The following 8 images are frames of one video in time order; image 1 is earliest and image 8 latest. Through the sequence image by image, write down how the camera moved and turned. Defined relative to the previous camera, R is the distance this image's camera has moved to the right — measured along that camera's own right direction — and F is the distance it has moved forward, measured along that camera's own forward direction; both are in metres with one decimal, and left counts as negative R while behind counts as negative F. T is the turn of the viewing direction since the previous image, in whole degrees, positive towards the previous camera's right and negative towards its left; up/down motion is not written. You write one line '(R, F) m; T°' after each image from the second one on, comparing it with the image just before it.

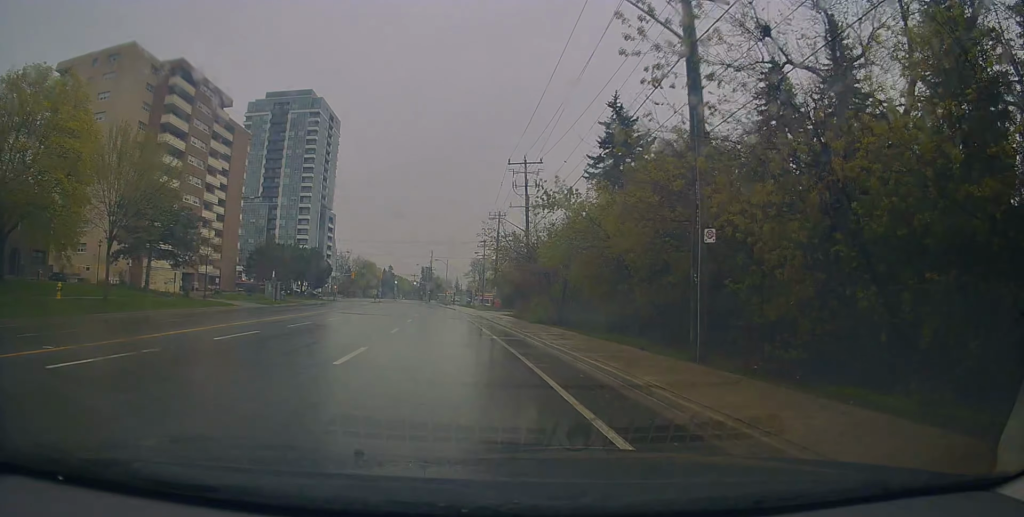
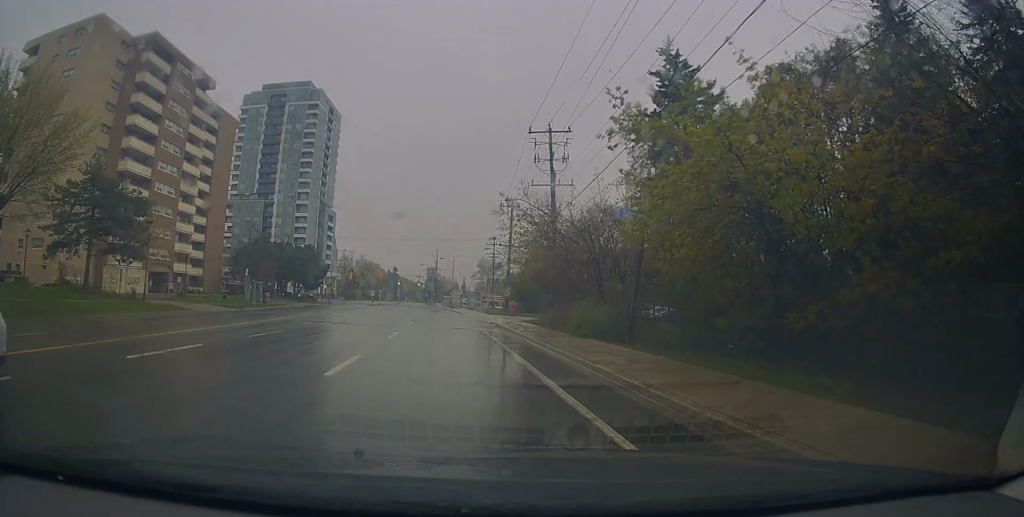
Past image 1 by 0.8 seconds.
(+0.4, +10.5) m; 0°
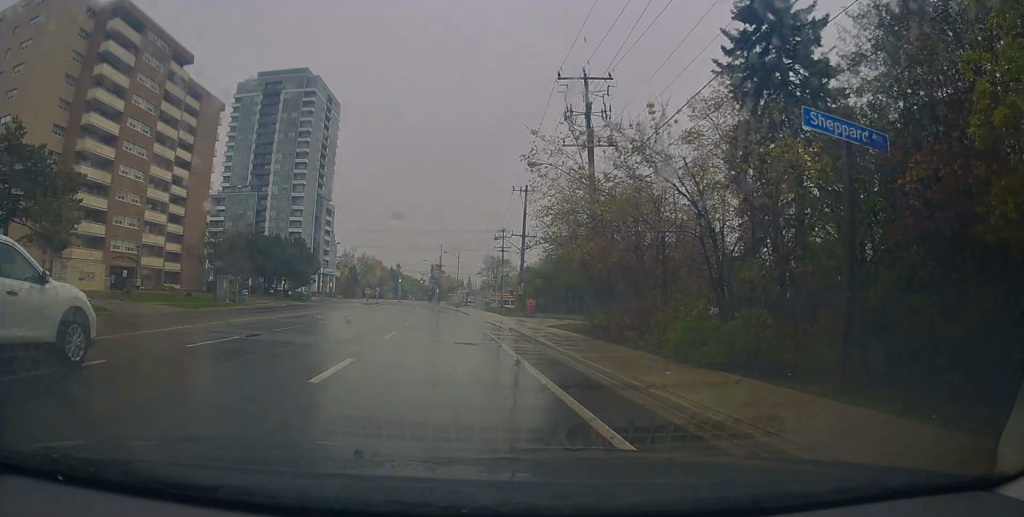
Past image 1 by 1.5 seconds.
(-0.2, +9.7) m; -2°
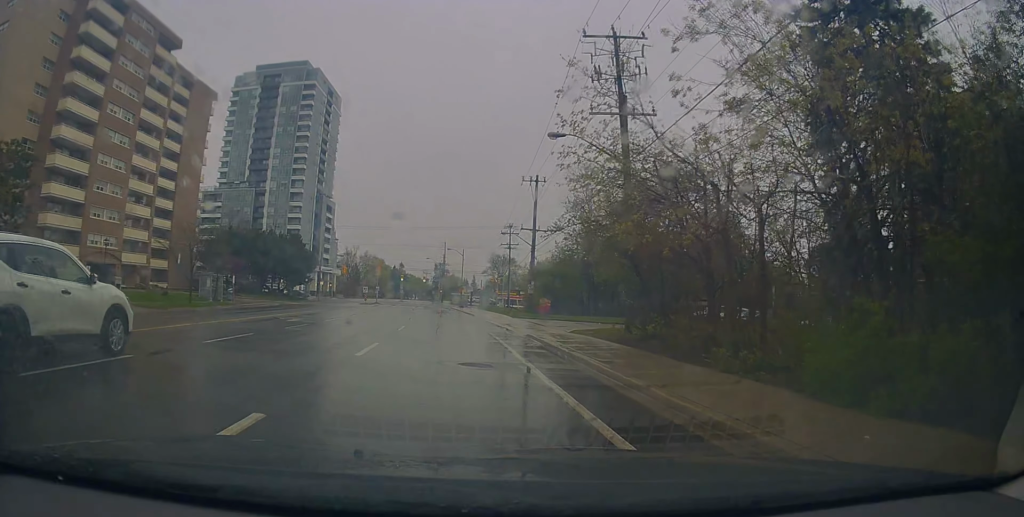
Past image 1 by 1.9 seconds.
(-0.1, +5.4) m; -1°
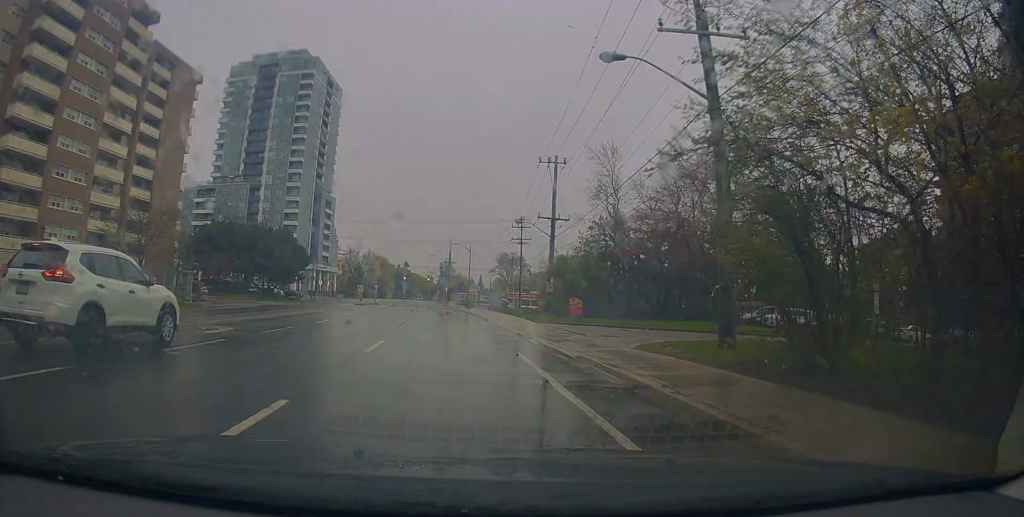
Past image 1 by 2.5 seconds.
(-0.1, +8.1) m; -1°
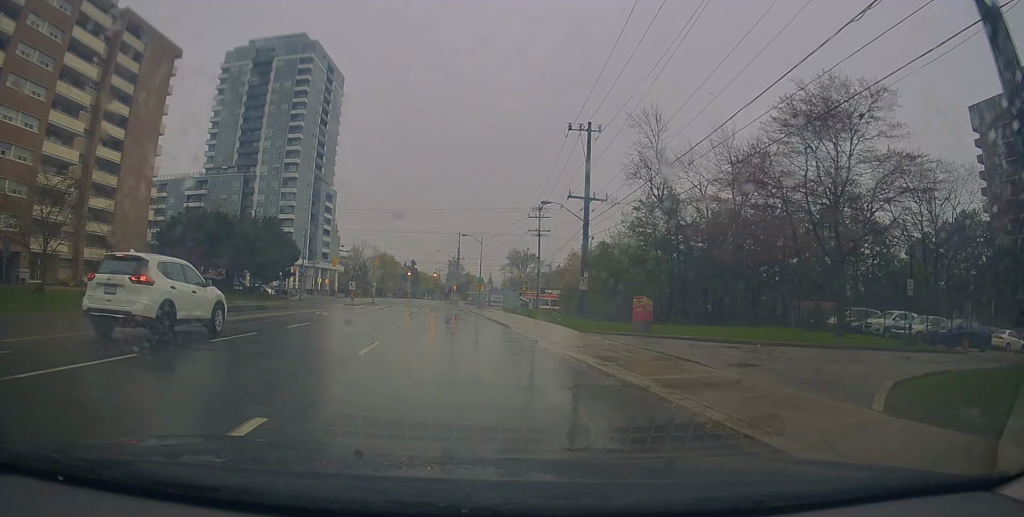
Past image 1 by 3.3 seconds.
(-0.1, +10.8) m; 0°
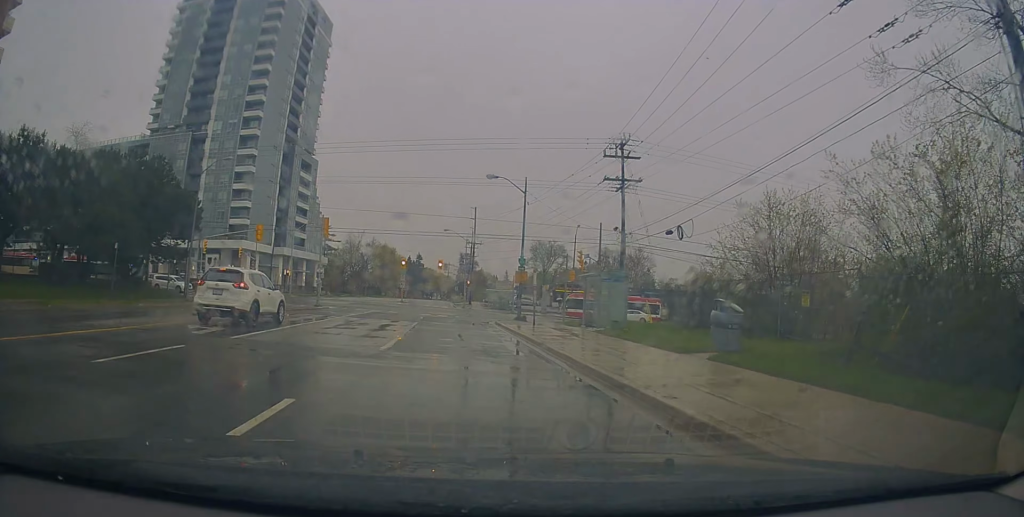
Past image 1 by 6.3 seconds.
(-0.8, +34.8) m; -3°
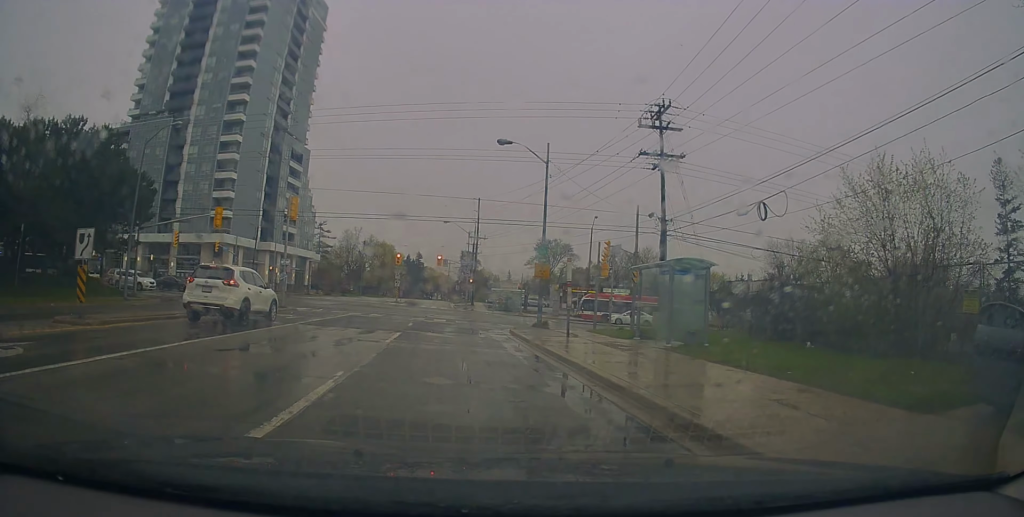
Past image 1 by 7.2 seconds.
(+0.1, +8.9) m; +1°
